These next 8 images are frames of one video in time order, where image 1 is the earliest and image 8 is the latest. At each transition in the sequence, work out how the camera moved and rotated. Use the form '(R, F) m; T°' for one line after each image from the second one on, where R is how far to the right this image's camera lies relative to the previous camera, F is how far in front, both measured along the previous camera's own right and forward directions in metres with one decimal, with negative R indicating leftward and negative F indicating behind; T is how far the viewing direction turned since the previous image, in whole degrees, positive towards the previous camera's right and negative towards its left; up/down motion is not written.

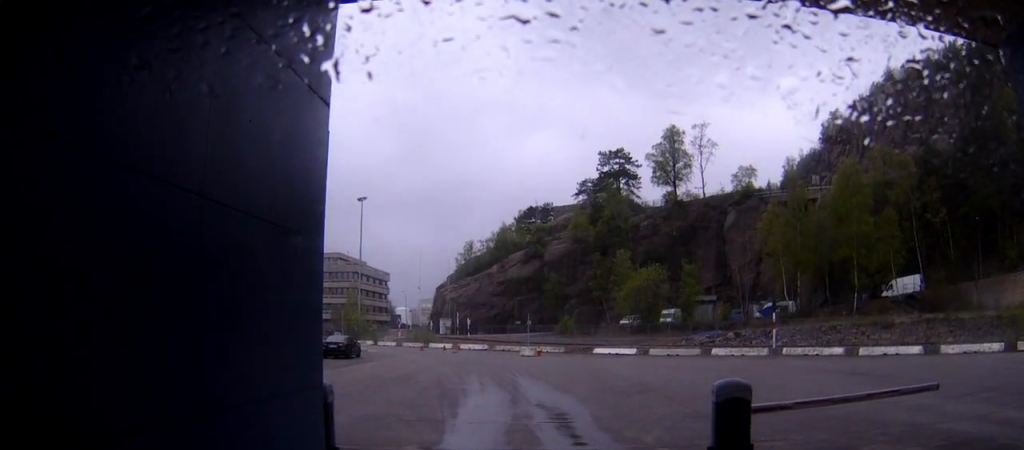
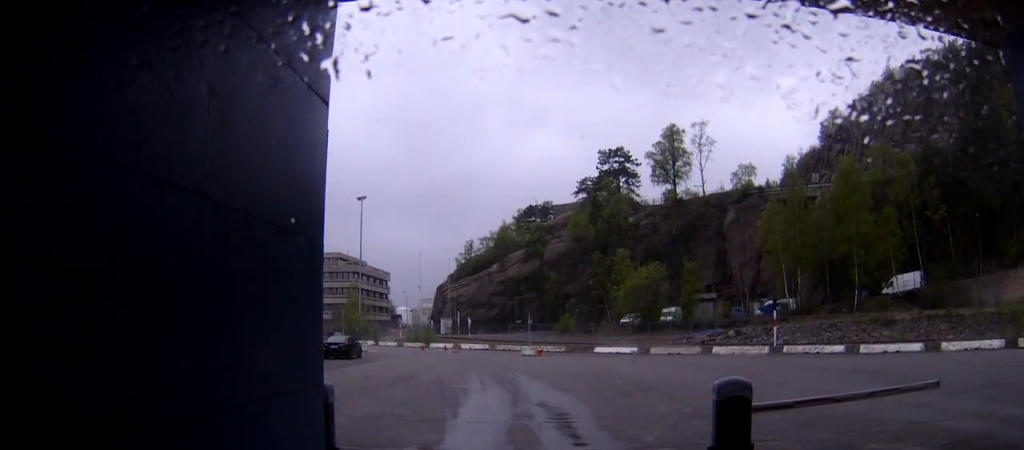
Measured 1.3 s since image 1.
(0.0, 0.0) m; 0°
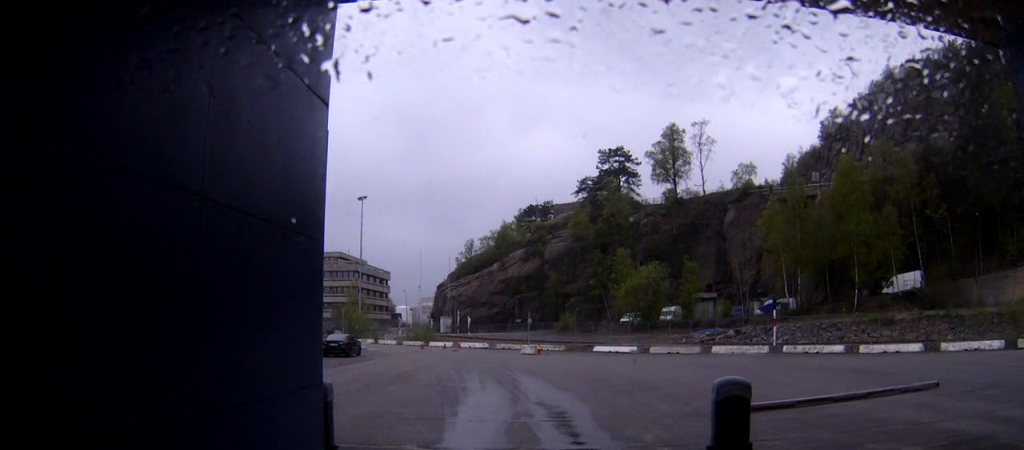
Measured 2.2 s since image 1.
(0.0, 0.0) m; 0°
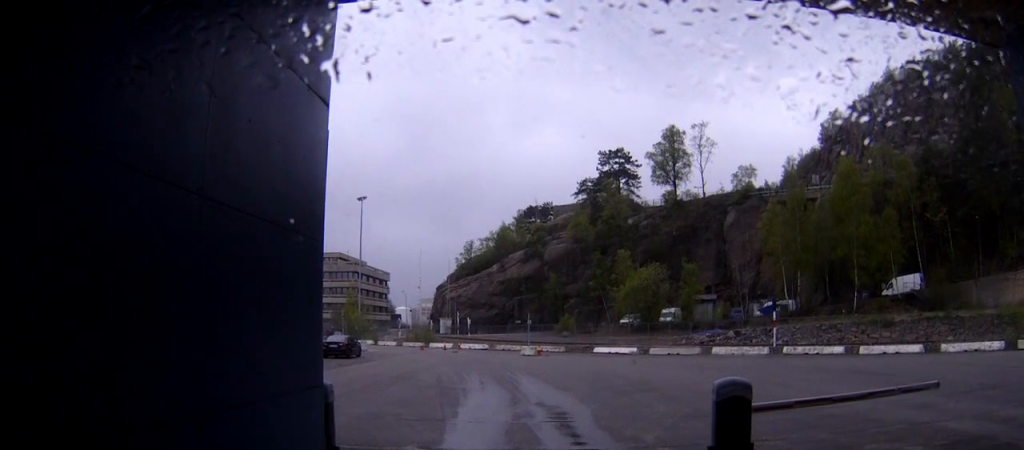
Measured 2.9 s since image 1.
(0.0, 0.0) m; 0°
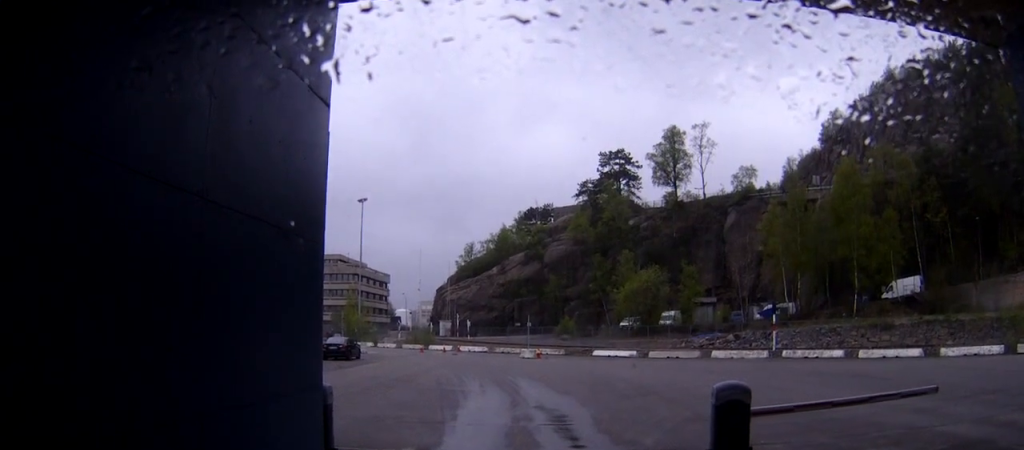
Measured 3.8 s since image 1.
(0.0, 0.0) m; 0°
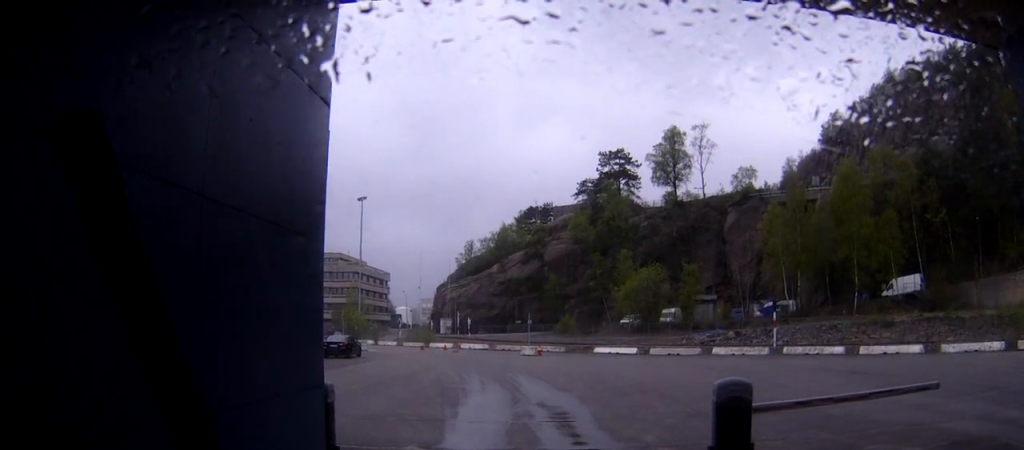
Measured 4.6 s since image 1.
(0.0, 0.0) m; 0°
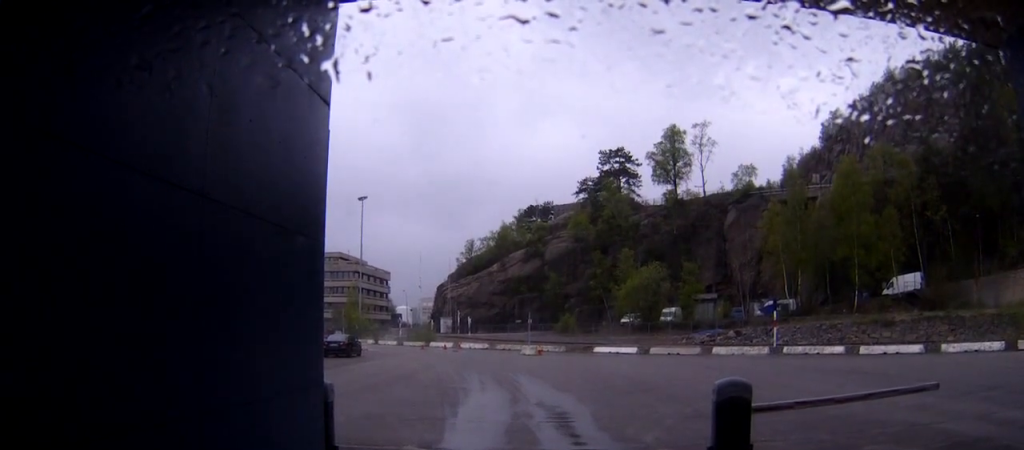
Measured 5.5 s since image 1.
(0.0, 0.0) m; 0°
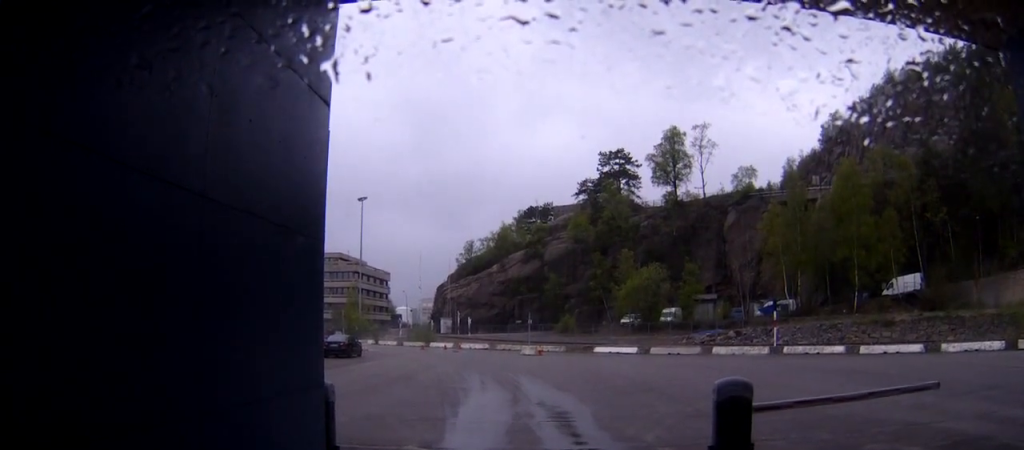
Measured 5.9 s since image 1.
(0.0, 0.0) m; 0°
